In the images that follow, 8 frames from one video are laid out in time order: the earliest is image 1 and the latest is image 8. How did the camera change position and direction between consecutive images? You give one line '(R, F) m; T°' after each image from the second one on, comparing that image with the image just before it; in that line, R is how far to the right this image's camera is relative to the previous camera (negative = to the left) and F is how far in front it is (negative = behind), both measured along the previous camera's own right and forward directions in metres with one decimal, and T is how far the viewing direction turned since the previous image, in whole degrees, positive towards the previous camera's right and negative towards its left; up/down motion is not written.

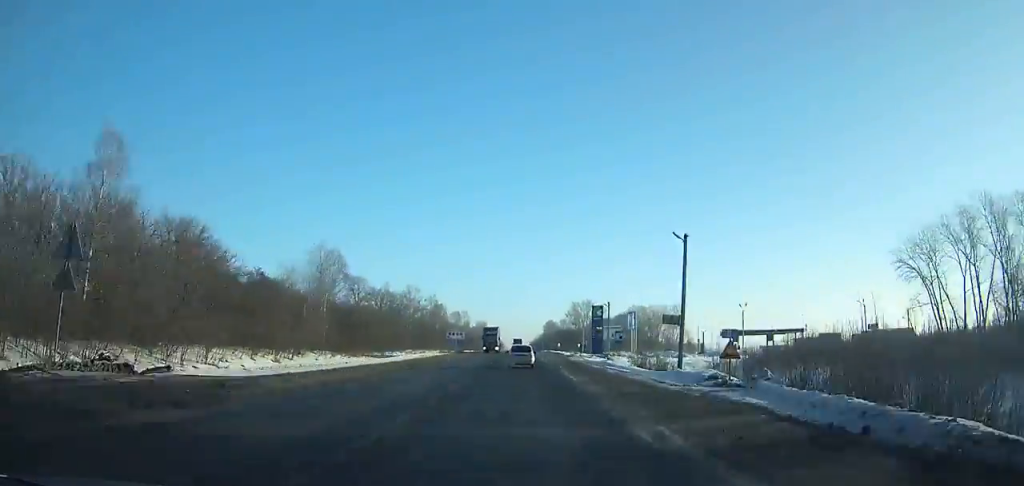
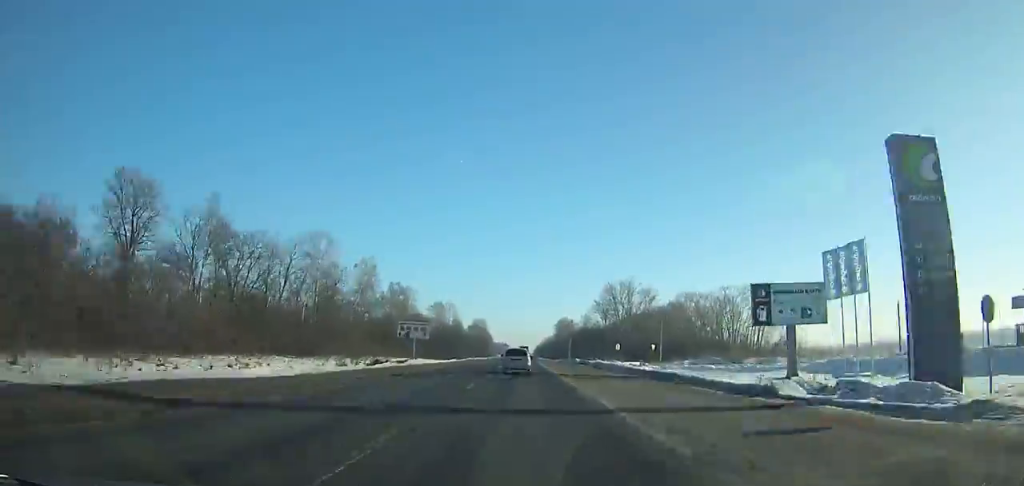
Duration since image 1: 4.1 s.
(-0.3, +86.2) m; 0°
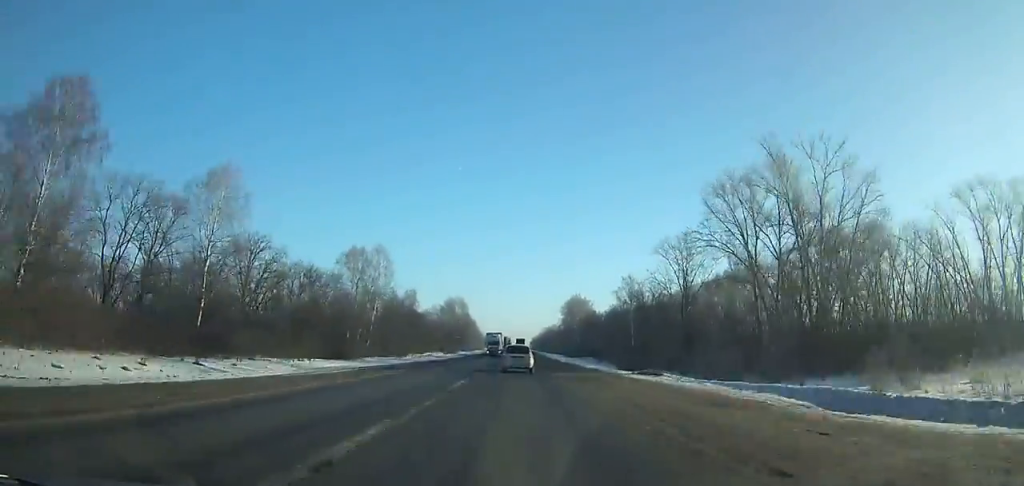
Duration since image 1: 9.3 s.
(+0.2, +107.3) m; 0°
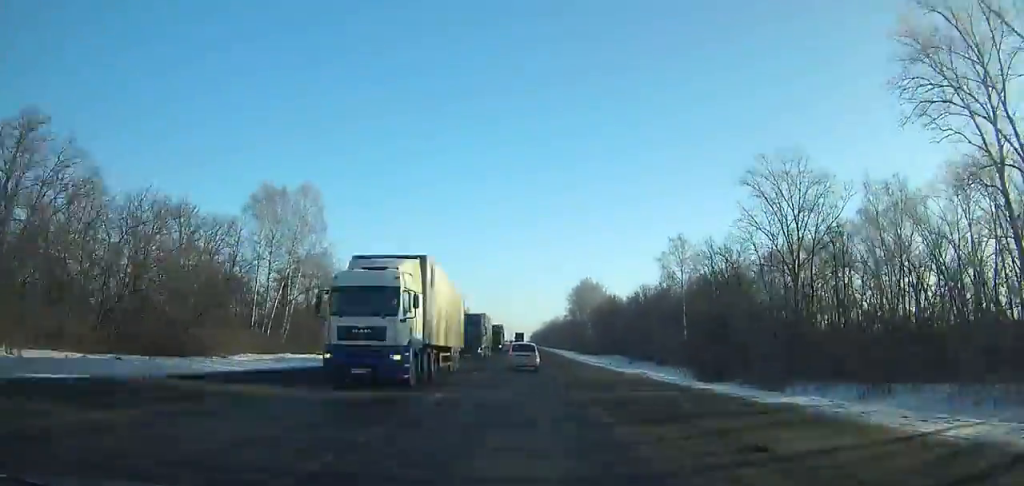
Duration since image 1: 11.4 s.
(+0.2, +42.9) m; 0°
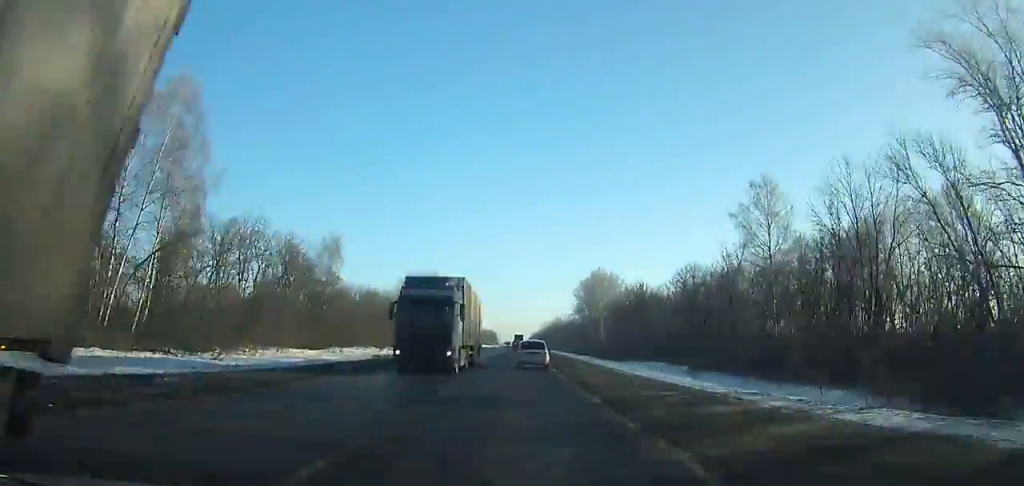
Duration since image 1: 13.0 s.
(+0.1, +32.7) m; 0°
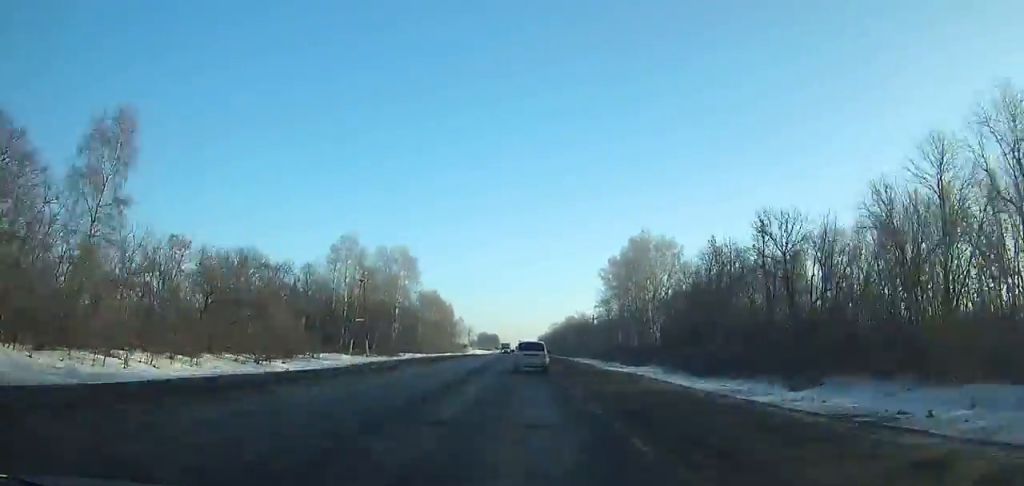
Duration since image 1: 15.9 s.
(-0.3, +58.9) m; 0°
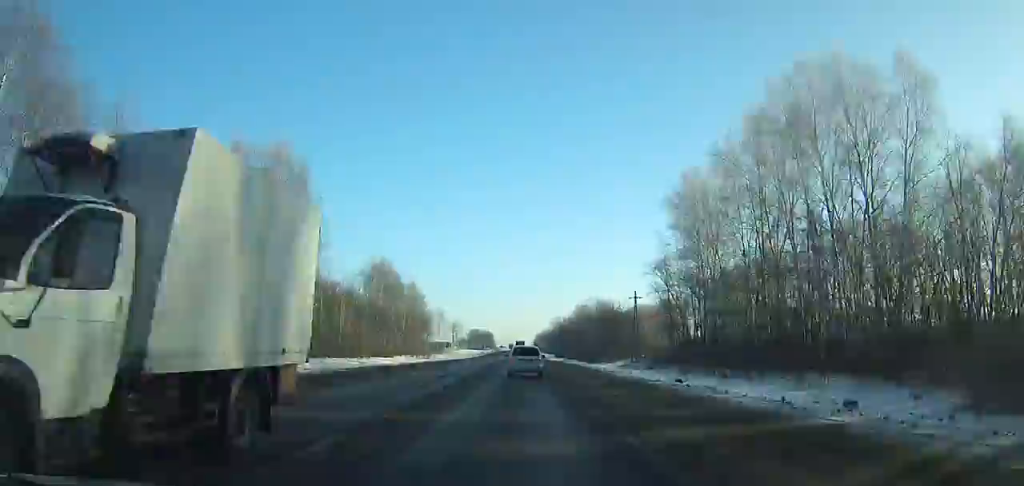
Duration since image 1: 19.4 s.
(0.0, +70.1) m; 0°
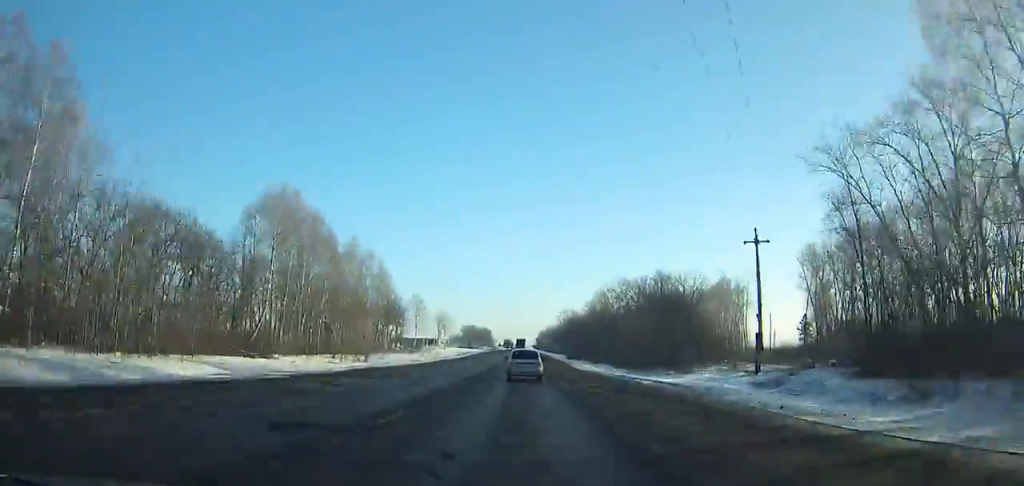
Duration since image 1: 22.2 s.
(-0.1, +55.2) m; 0°
